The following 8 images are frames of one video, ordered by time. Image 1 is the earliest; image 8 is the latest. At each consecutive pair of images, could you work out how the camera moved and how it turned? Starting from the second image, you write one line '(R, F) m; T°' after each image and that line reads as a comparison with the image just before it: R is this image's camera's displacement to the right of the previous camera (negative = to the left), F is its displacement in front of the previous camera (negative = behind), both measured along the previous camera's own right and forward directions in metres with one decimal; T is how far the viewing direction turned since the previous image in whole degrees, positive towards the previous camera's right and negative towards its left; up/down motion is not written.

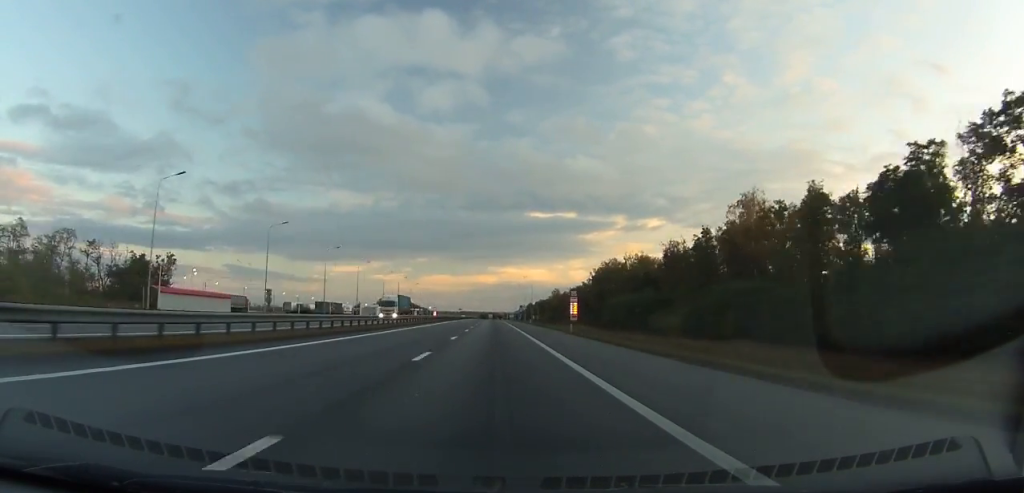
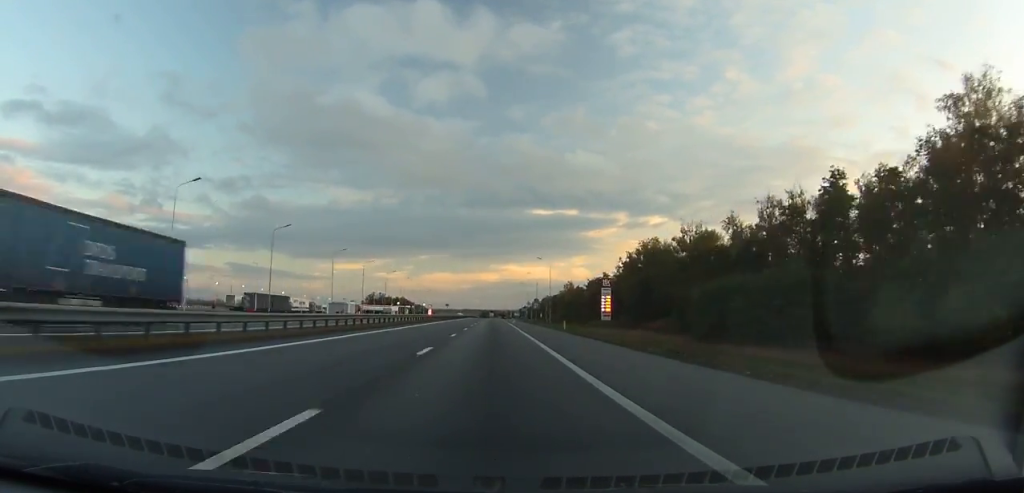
(-0.2, +45.4) m; 0°
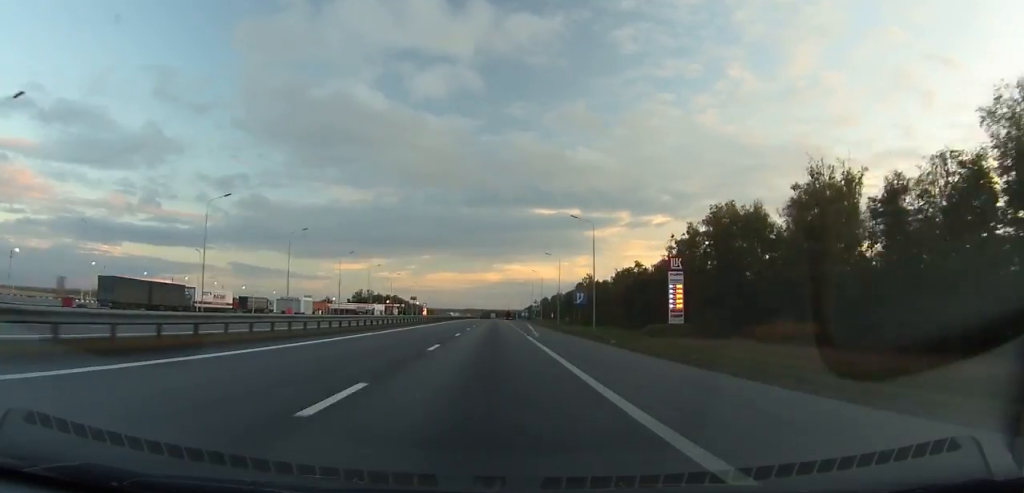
(-0.2, +45.3) m; 0°
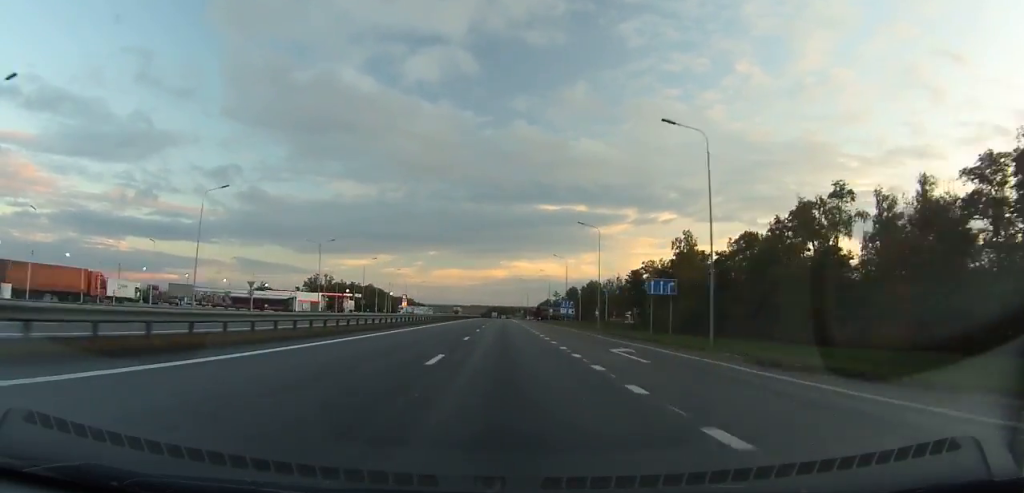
(-0.4, +103.4) m; -1°
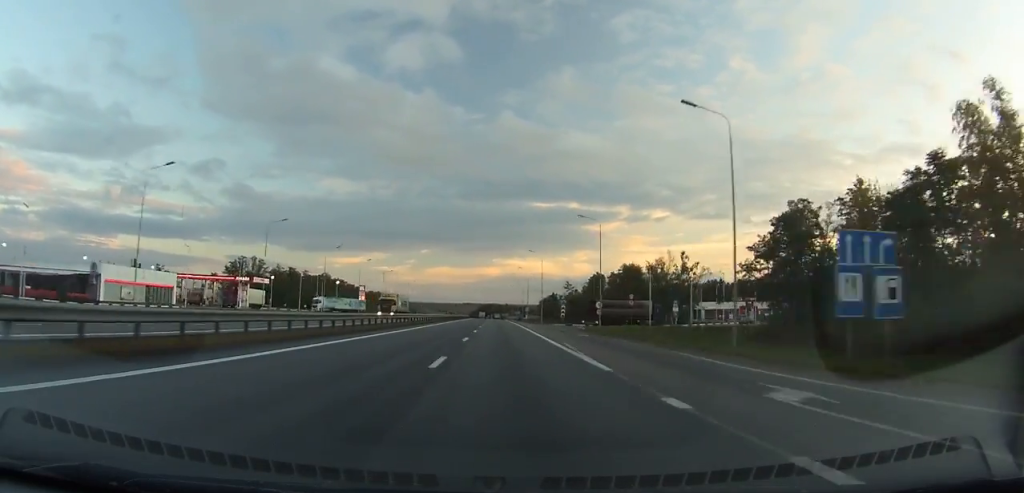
(-0.5, +73.8) m; 0°
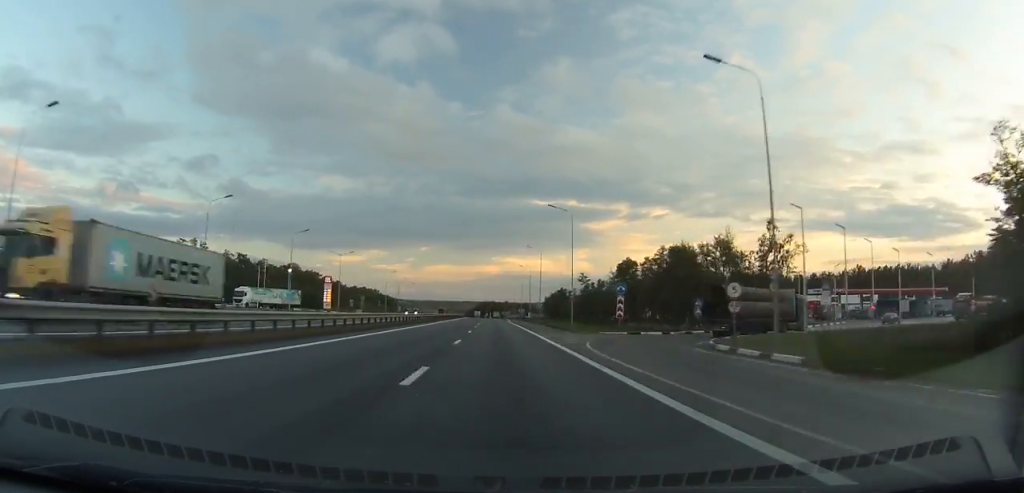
(0.0, +40.1) m; 0°
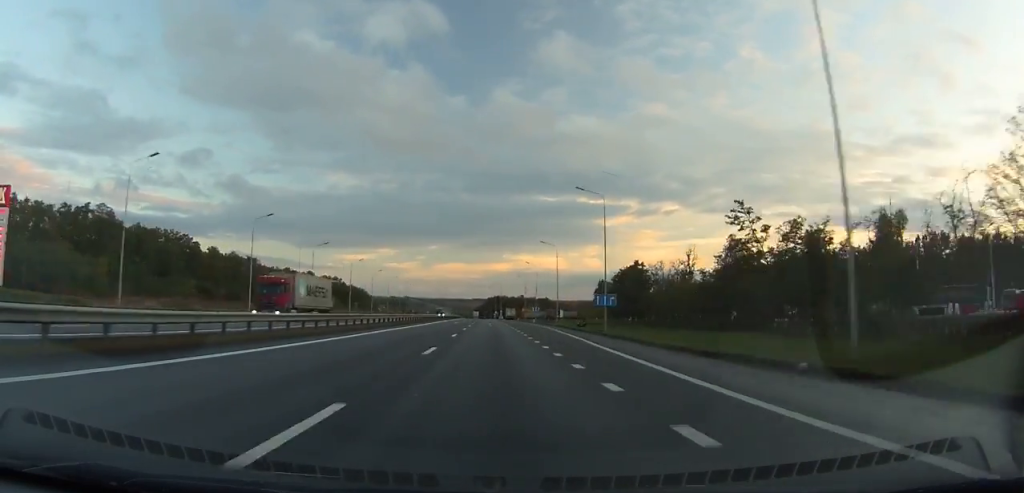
(-0.2, +118.2) m; -1°
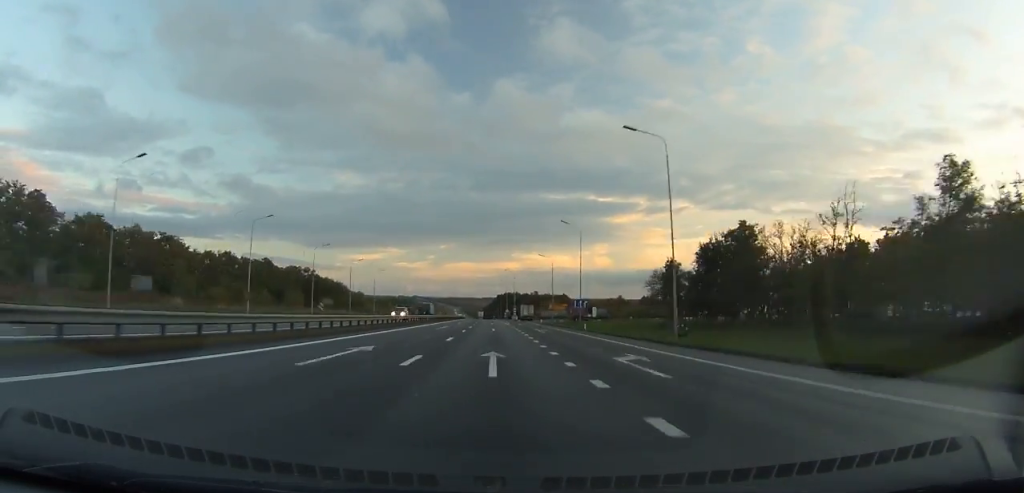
(-0.2, +52.7) m; -1°
